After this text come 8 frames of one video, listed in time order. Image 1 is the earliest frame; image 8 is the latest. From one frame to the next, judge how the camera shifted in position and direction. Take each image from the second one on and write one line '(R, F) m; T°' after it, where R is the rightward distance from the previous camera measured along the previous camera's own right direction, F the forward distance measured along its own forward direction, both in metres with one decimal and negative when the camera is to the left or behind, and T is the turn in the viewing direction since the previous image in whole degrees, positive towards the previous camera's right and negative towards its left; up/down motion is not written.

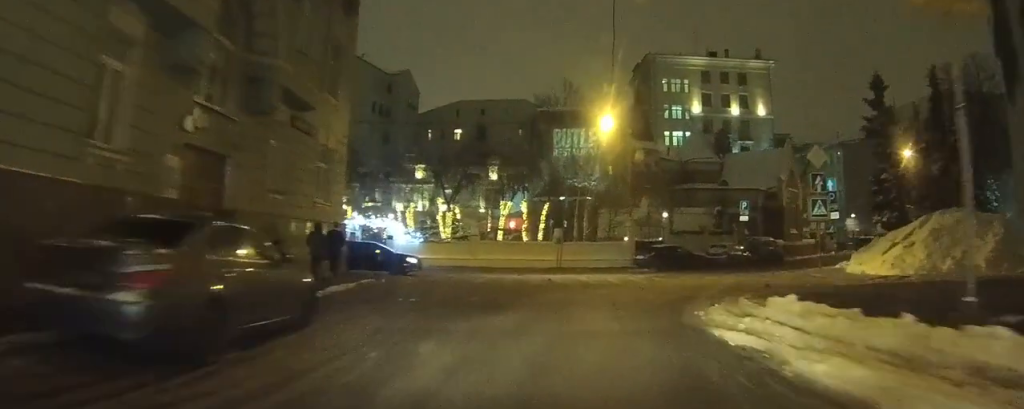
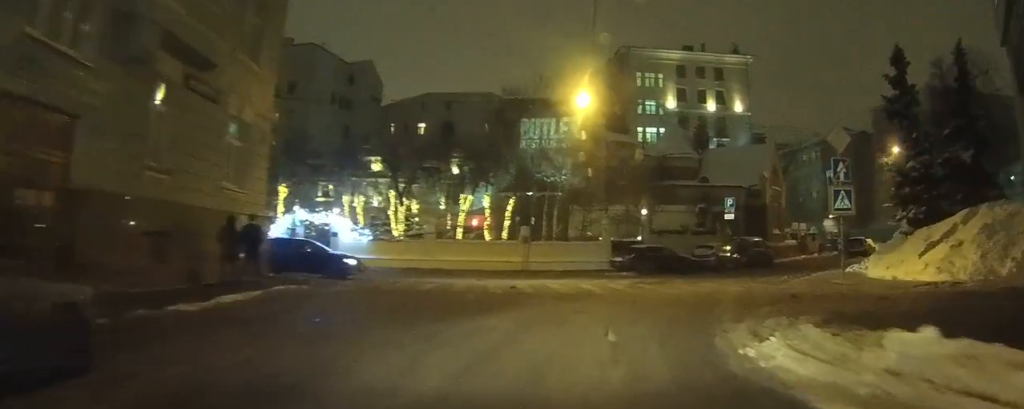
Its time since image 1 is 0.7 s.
(-0.1, +4.3) m; 0°
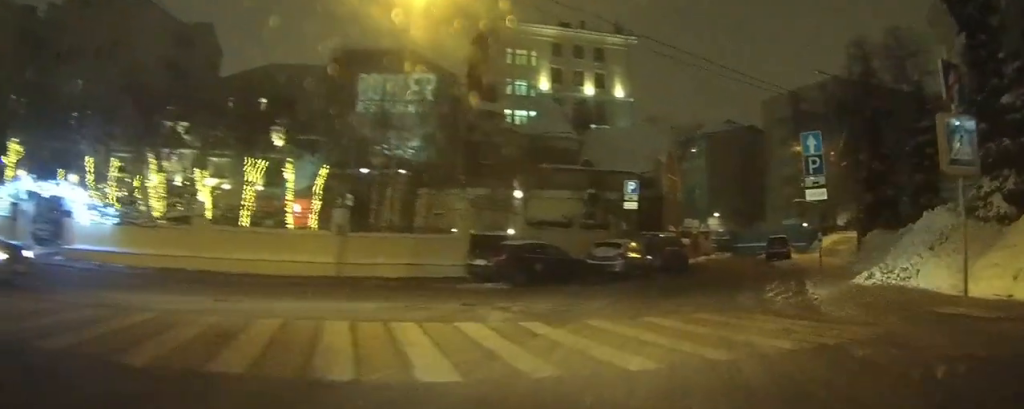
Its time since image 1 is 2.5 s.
(+1.6, +10.8) m; +16°
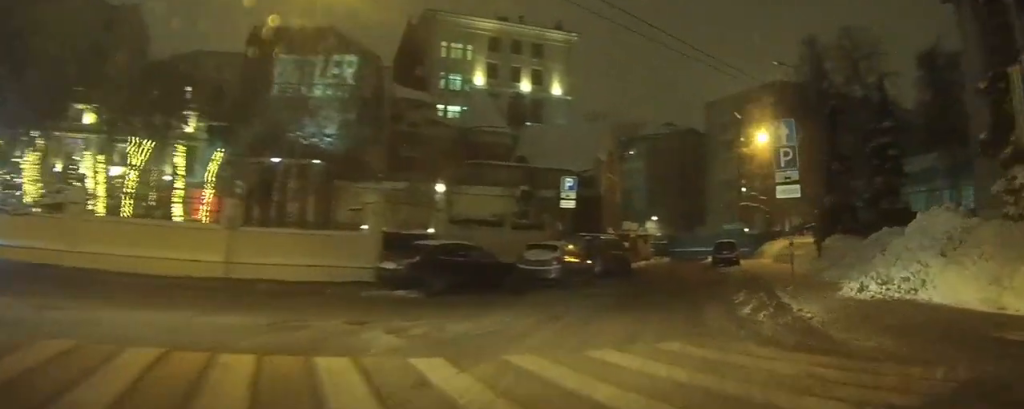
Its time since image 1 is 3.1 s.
(-0.1, +3.1) m; -1°
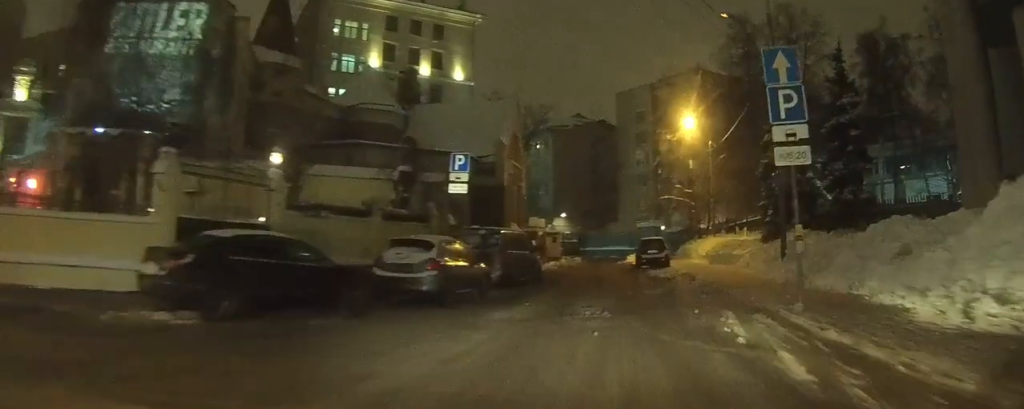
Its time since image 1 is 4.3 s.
(-0.1, +6.6) m; +10°
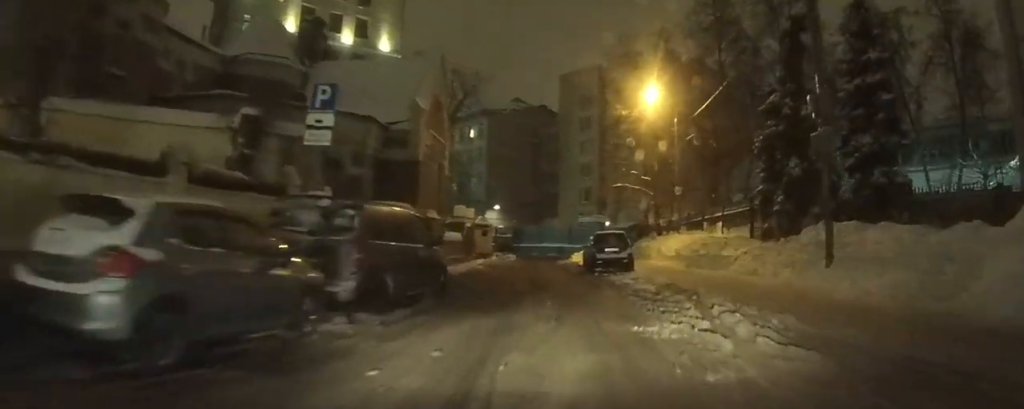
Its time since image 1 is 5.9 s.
(+1.8, +8.0) m; +16°
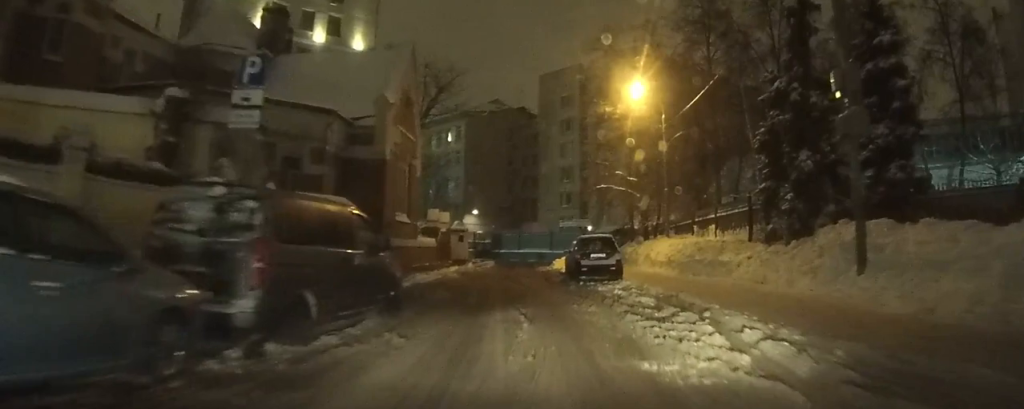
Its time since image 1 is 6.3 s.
(0.0, +2.5) m; -1°
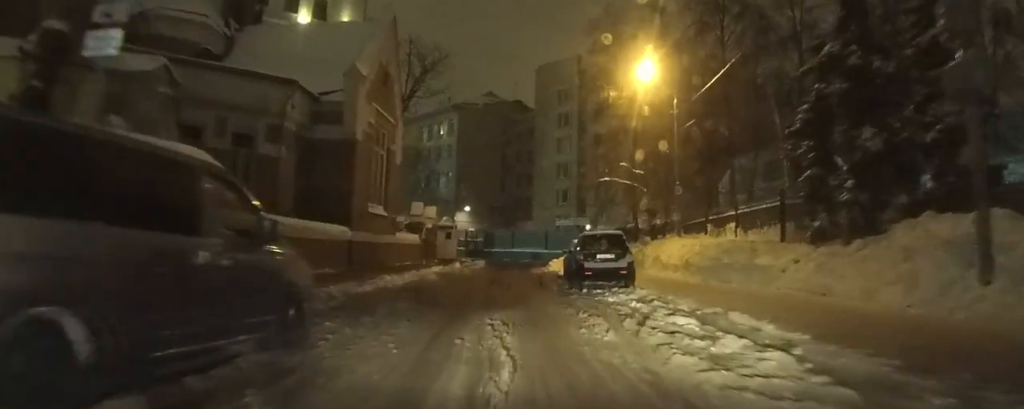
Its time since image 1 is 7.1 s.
(-0.1, +4.0) m; 0°
